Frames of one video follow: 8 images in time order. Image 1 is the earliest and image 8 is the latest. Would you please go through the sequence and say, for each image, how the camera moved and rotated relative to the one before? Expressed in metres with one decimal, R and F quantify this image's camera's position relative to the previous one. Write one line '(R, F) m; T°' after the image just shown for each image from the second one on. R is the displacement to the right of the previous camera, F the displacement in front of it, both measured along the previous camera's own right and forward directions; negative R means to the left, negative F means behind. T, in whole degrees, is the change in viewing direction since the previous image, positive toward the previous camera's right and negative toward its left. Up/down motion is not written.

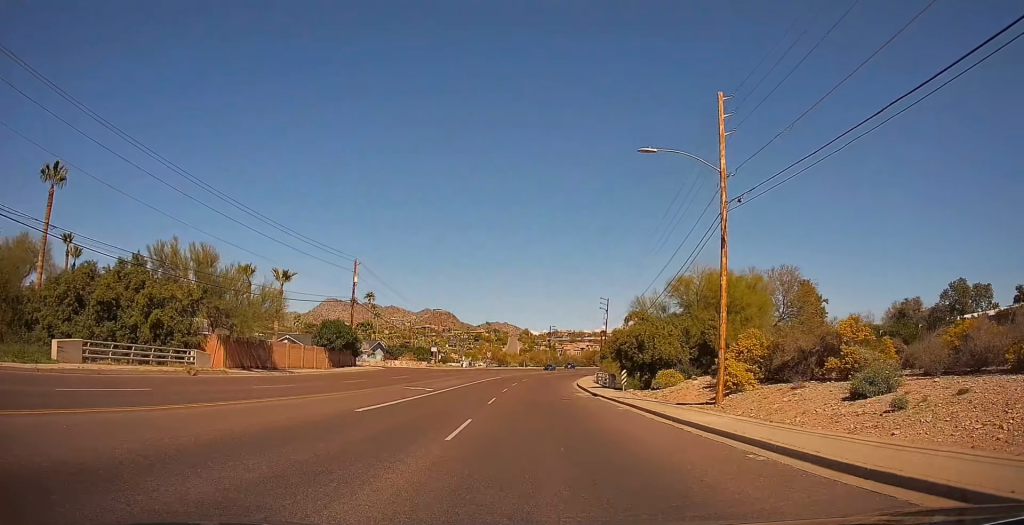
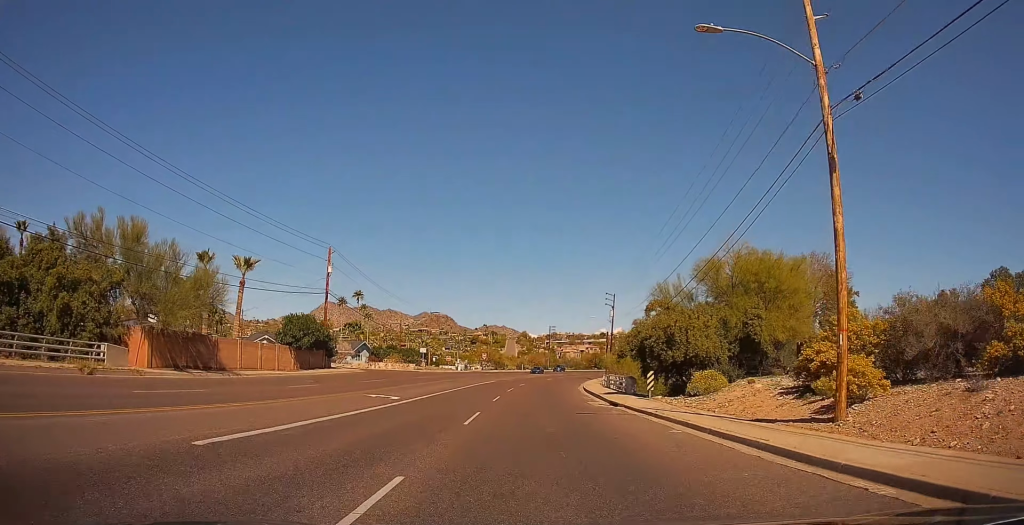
(0.0, +8.6) m; 0°
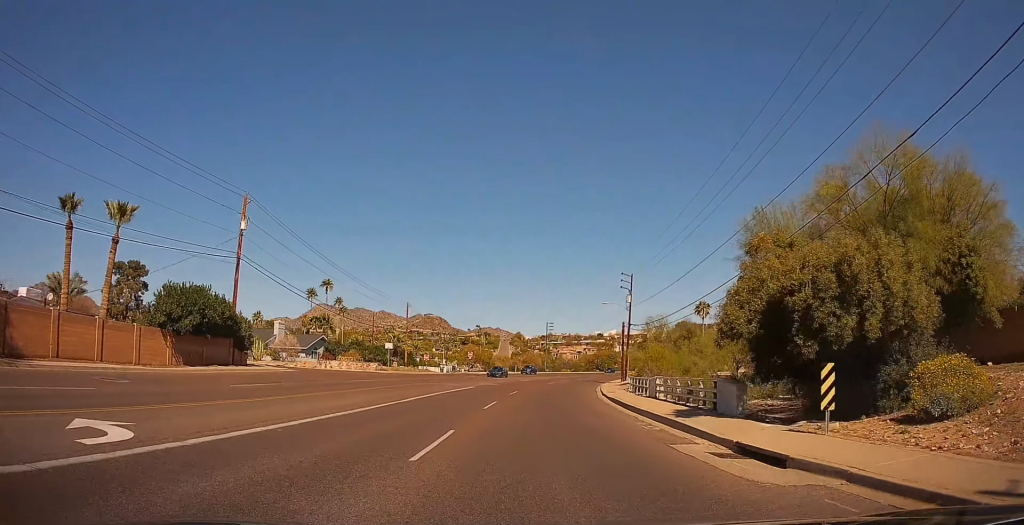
(0.0, +18.4) m; 0°
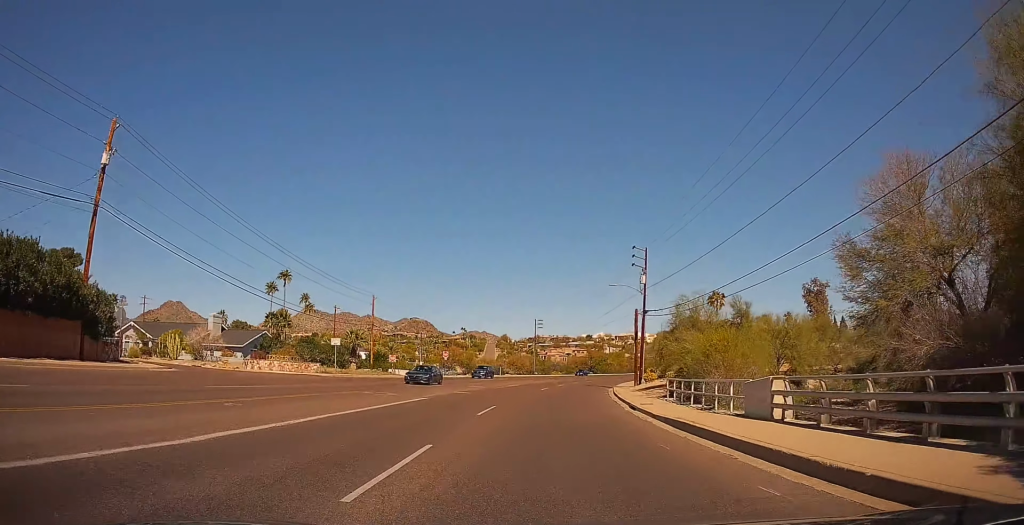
(0.0, +14.6) m; +1°
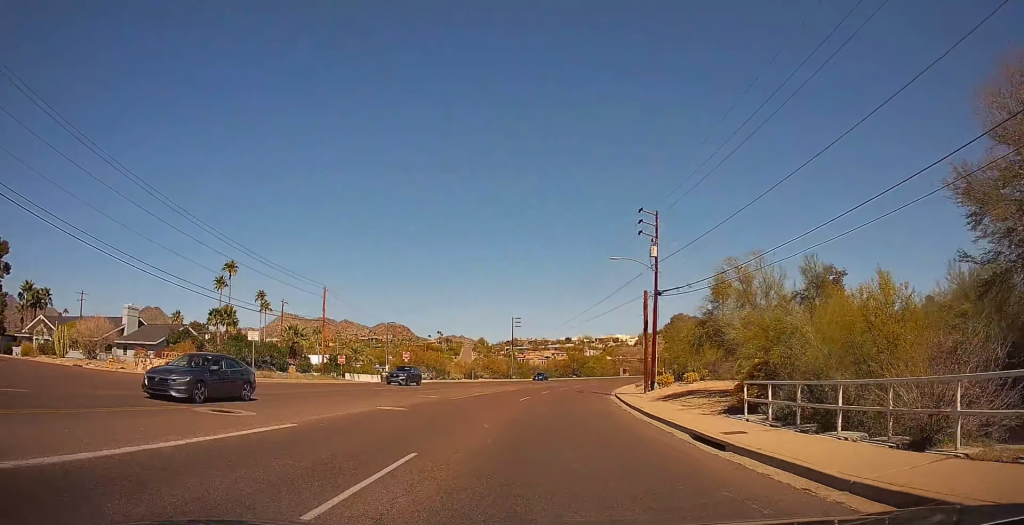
(+0.3, +12.7) m; +4°
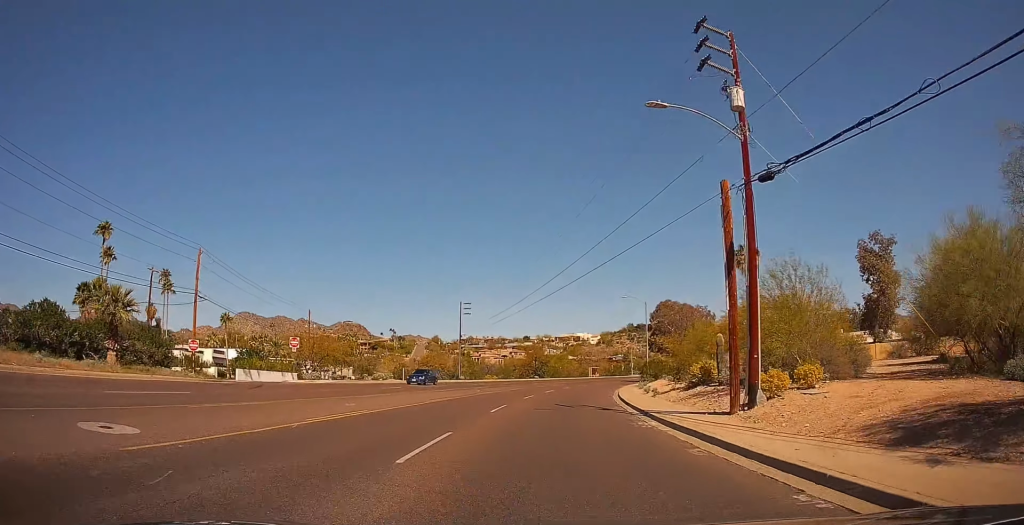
(+1.8, +22.5) m; +5°
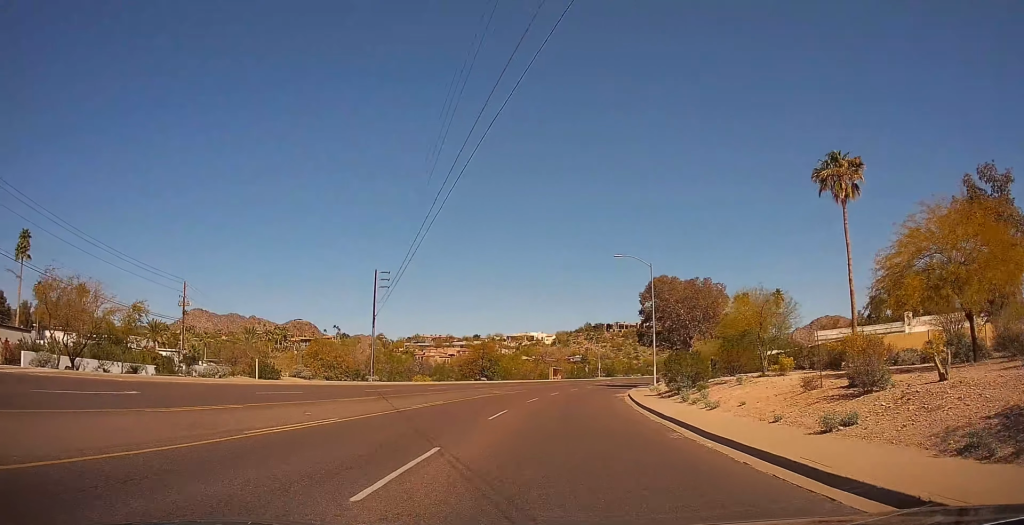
(+0.6, +26.9) m; +5°
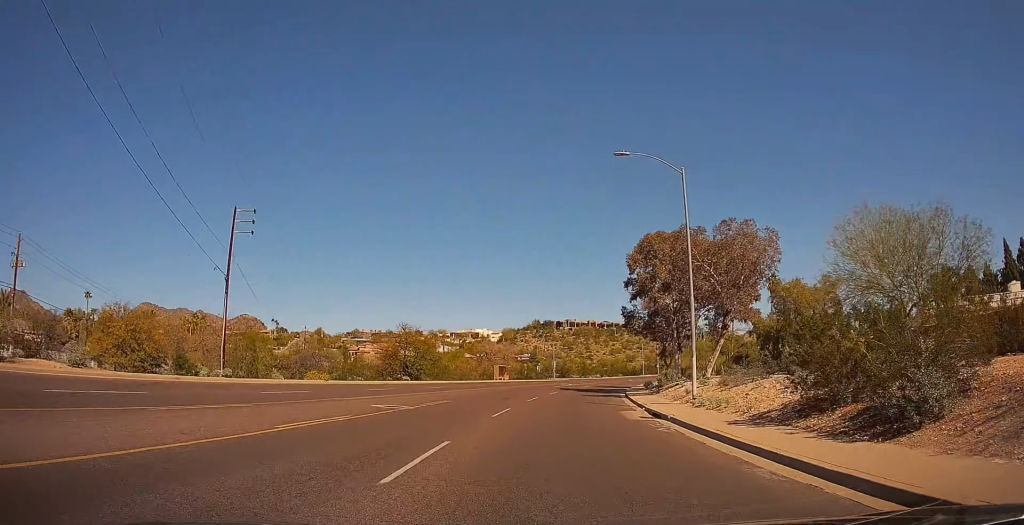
(+0.7, +23.5) m; +4°
